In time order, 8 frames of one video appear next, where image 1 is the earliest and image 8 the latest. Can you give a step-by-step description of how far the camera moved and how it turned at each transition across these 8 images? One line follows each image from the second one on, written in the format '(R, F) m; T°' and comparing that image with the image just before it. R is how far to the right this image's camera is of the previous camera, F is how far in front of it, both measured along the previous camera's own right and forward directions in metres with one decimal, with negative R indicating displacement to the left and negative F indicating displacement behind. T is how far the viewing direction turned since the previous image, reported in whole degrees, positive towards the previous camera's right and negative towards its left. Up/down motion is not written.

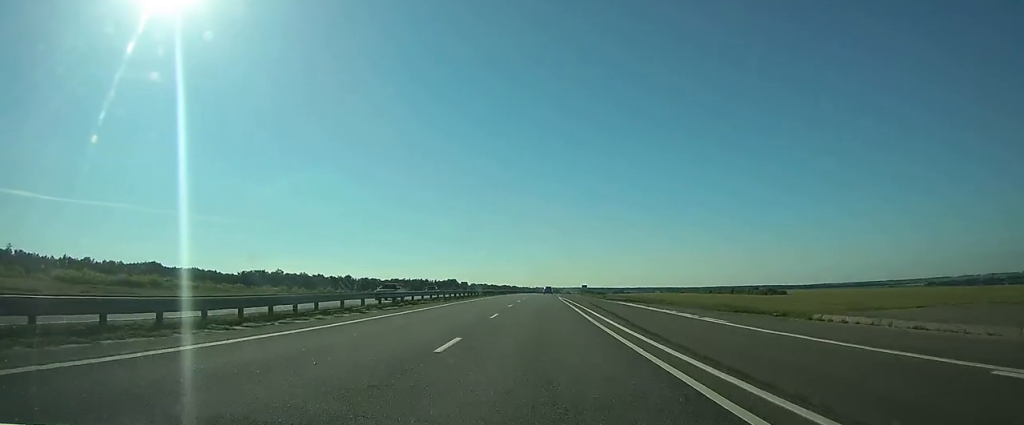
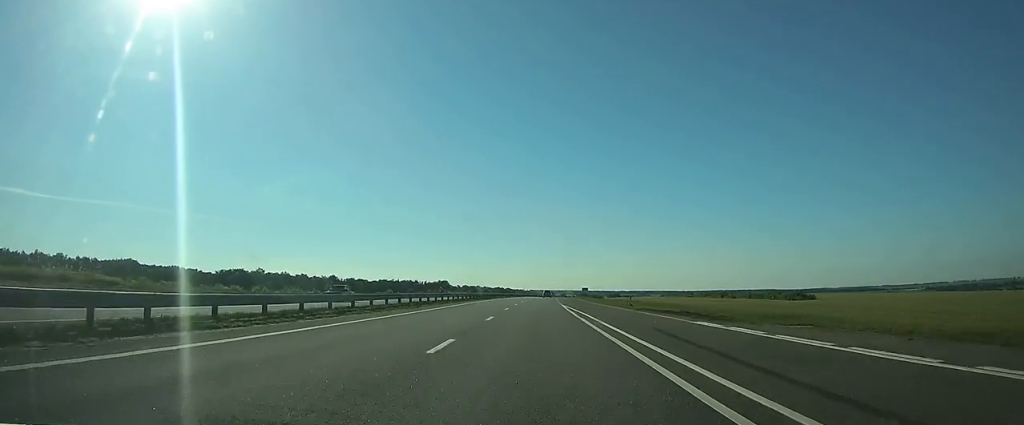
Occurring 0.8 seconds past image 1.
(0.0, +23.9) m; 0°
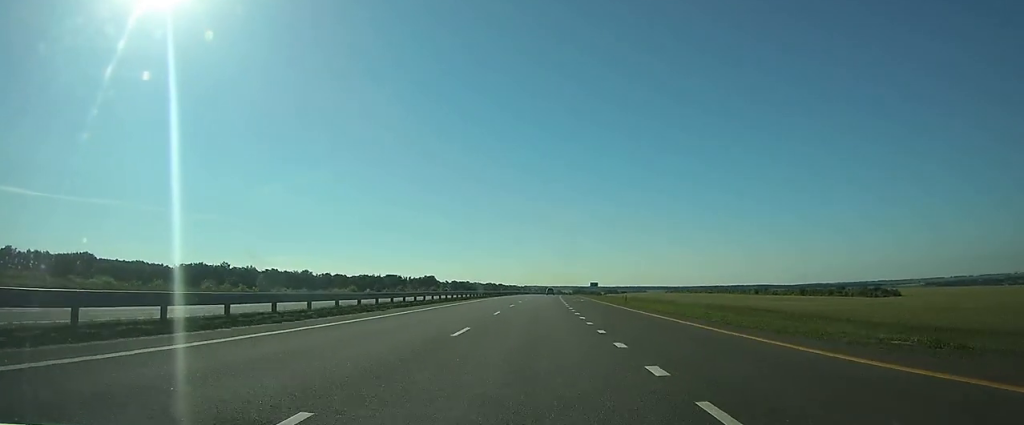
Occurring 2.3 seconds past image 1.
(+0.4, +43.8) m; +1°
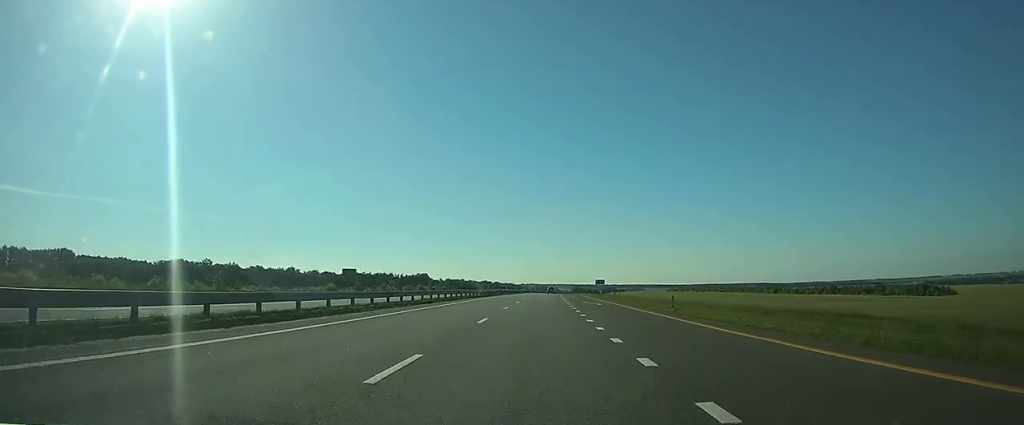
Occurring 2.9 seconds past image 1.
(0.0, +18.9) m; 0°
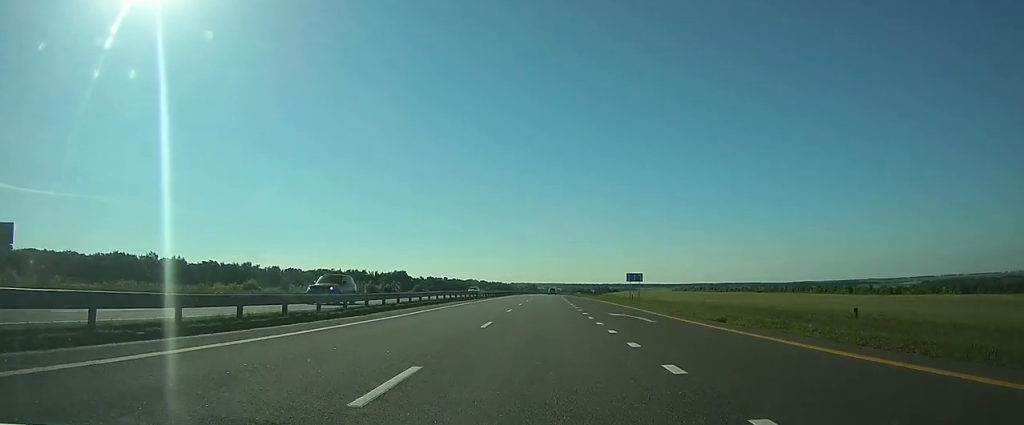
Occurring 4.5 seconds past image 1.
(+0.4, +48.8) m; +1°
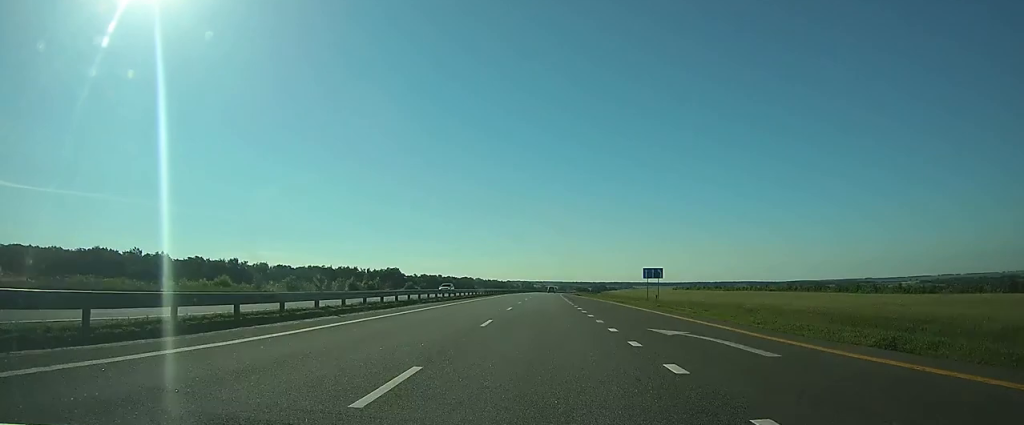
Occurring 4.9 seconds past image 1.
(0.0, +12.0) m; 0°
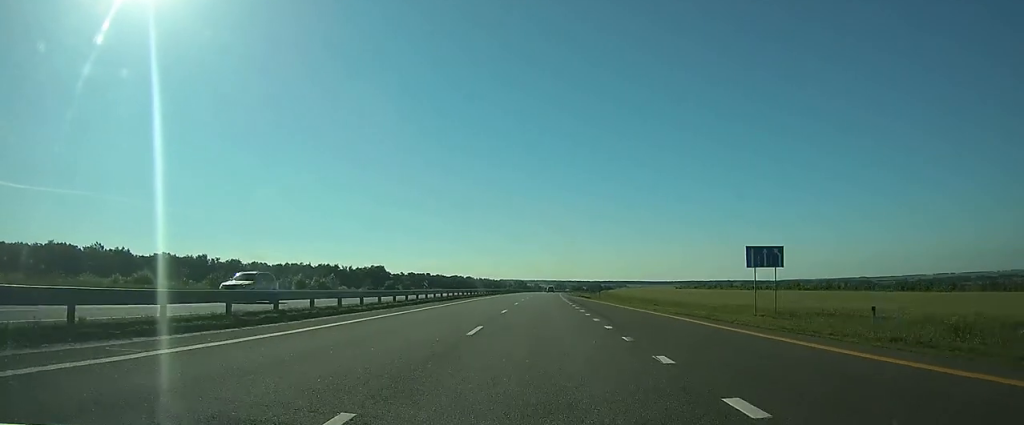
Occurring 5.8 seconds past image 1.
(+0.1, +27.0) m; +1°
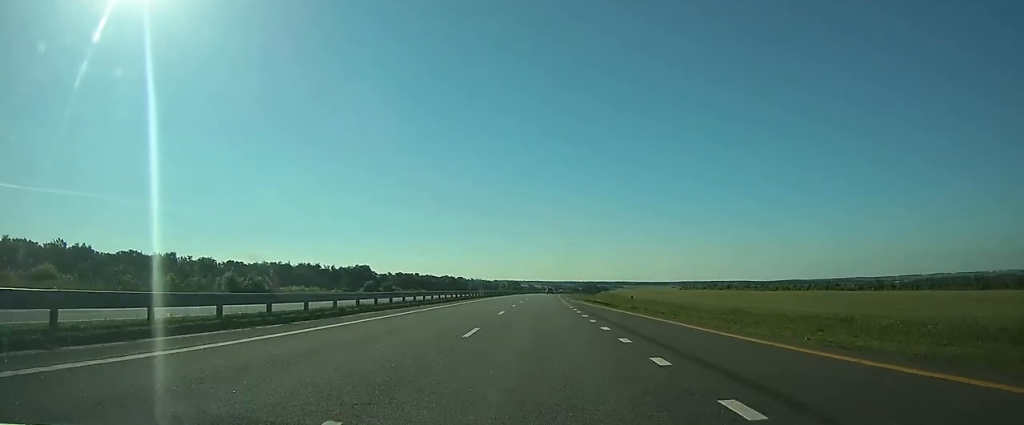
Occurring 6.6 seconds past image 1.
(+0.2, +24.0) m; +1°
